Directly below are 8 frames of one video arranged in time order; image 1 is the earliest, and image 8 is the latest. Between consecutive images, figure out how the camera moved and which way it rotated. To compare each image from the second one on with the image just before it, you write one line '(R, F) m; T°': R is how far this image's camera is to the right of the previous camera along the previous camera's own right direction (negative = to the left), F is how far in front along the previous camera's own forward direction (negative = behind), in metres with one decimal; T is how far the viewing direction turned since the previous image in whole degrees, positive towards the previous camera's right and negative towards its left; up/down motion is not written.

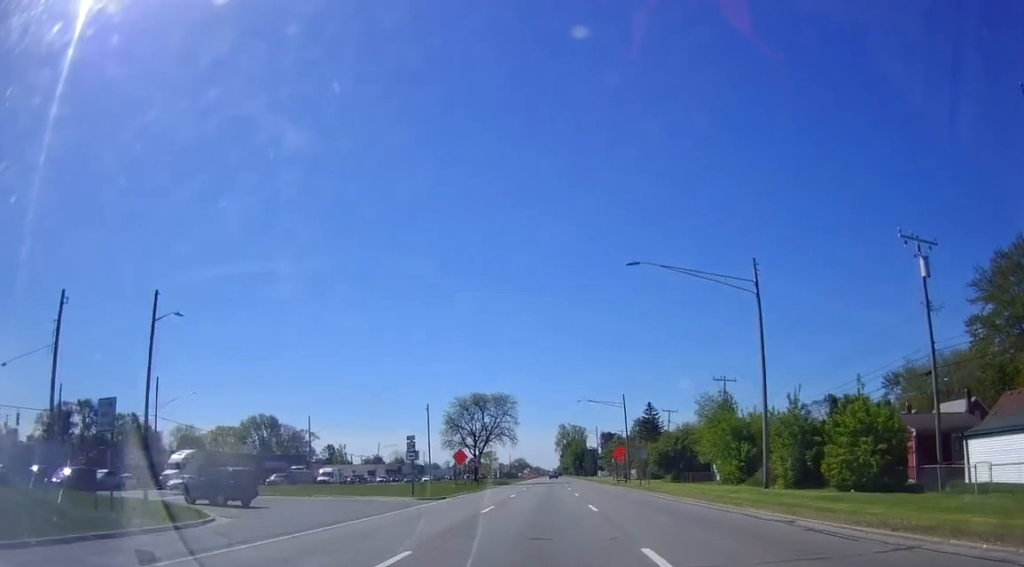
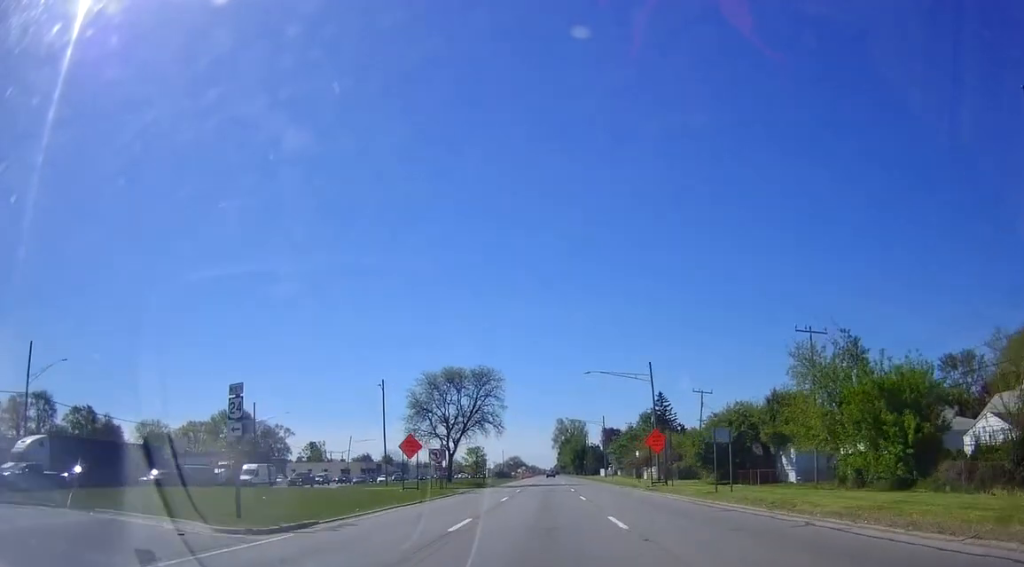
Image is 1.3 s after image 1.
(+0.5, +21.2) m; +3°
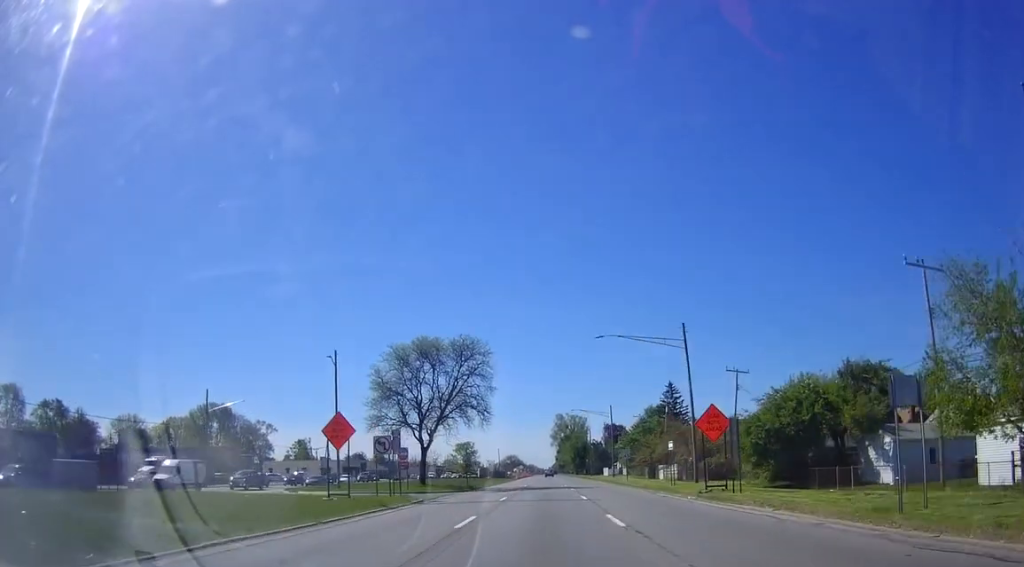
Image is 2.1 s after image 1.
(+0.4, +14.1) m; +1°
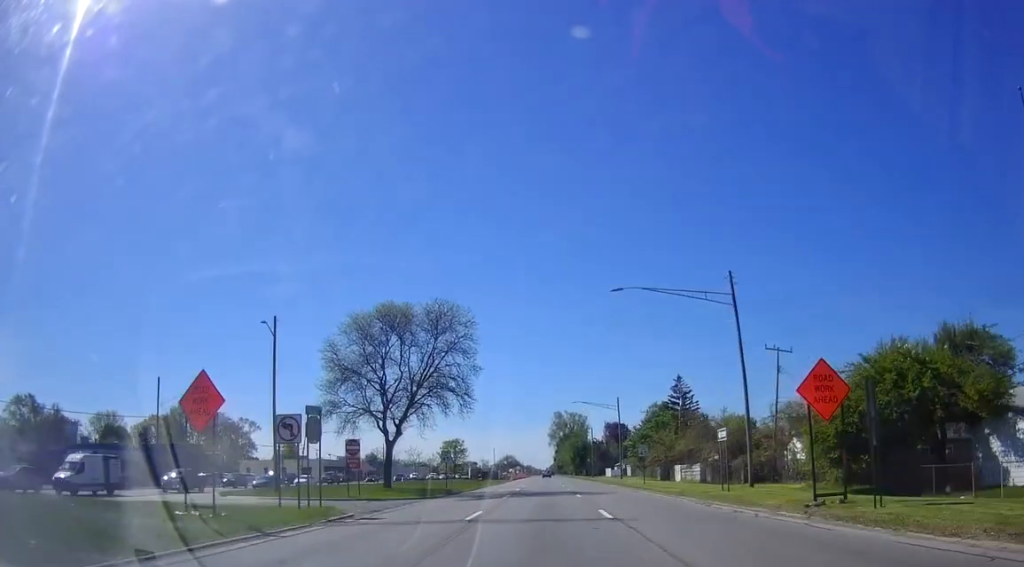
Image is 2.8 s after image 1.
(+0.1, +11.4) m; -2°
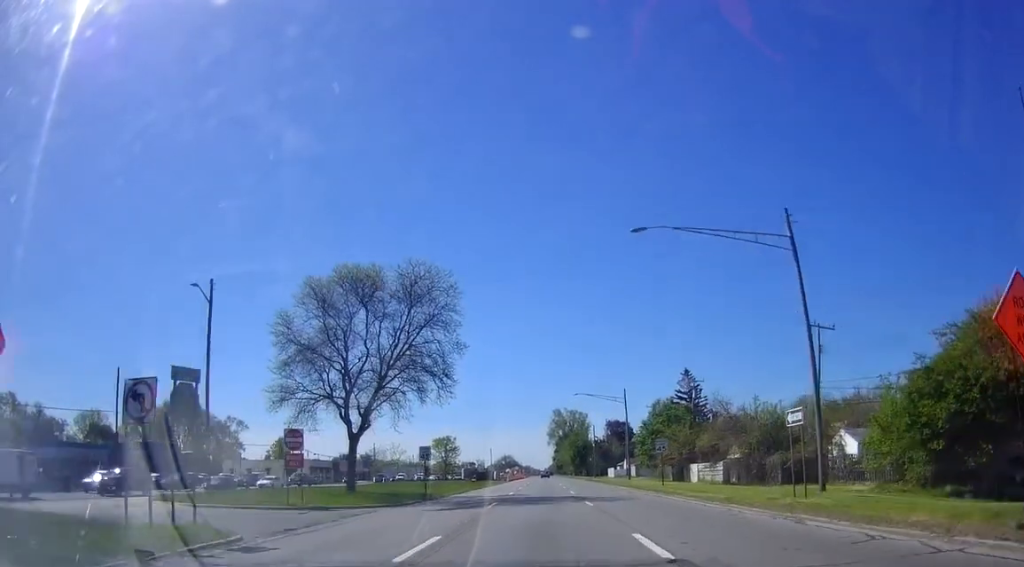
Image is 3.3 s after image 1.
(-0.2, +8.3) m; -1°
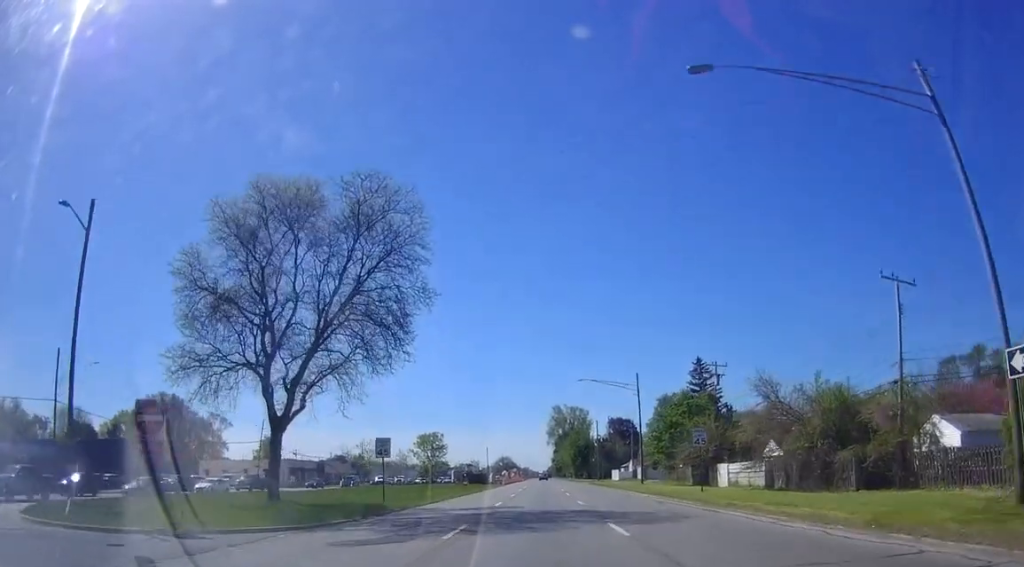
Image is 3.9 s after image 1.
(-0.3, +10.8) m; -1°
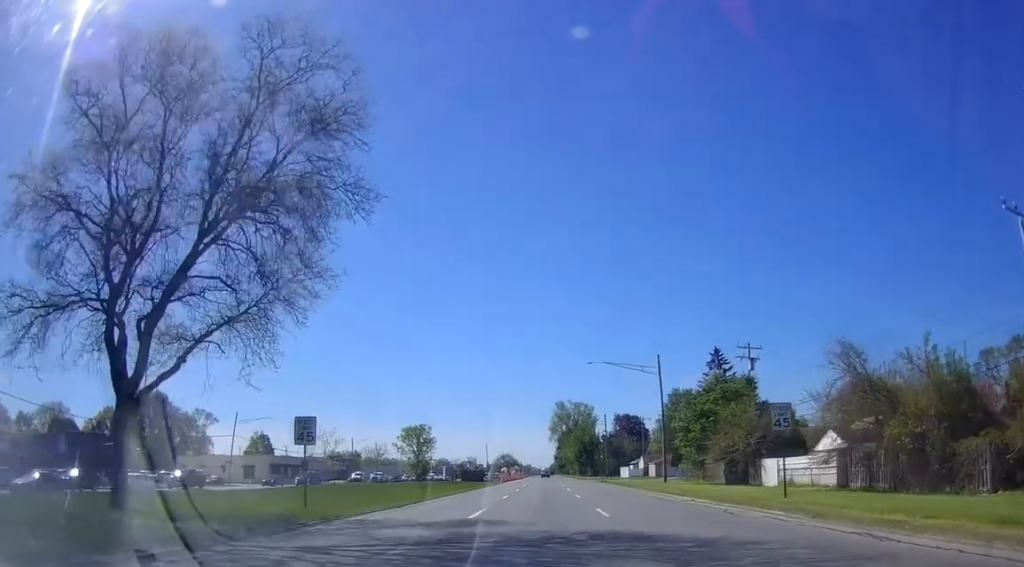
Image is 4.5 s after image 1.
(0.0, +11.0) m; +3°
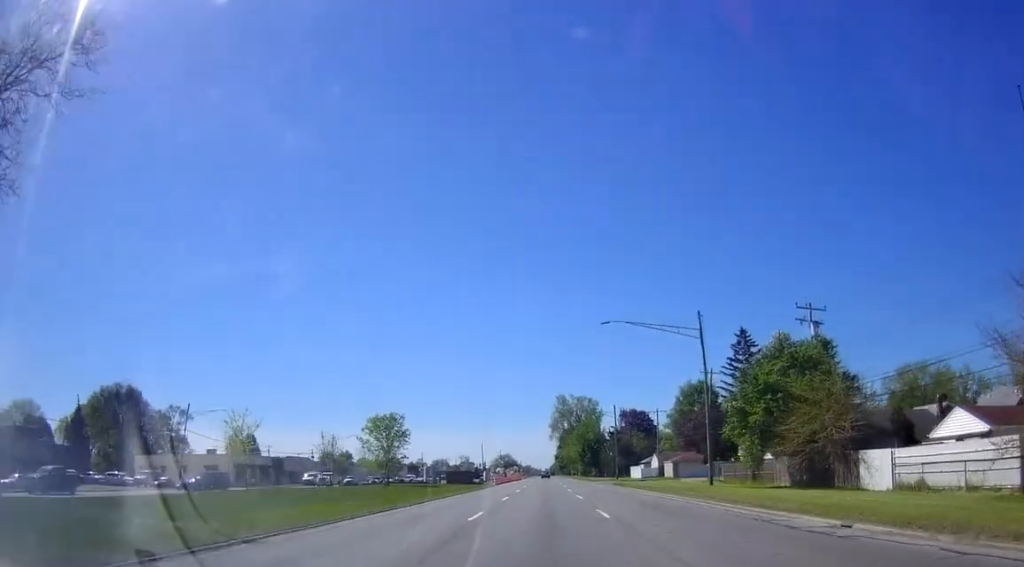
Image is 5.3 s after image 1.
(+0.4, +14.8) m; +3°
